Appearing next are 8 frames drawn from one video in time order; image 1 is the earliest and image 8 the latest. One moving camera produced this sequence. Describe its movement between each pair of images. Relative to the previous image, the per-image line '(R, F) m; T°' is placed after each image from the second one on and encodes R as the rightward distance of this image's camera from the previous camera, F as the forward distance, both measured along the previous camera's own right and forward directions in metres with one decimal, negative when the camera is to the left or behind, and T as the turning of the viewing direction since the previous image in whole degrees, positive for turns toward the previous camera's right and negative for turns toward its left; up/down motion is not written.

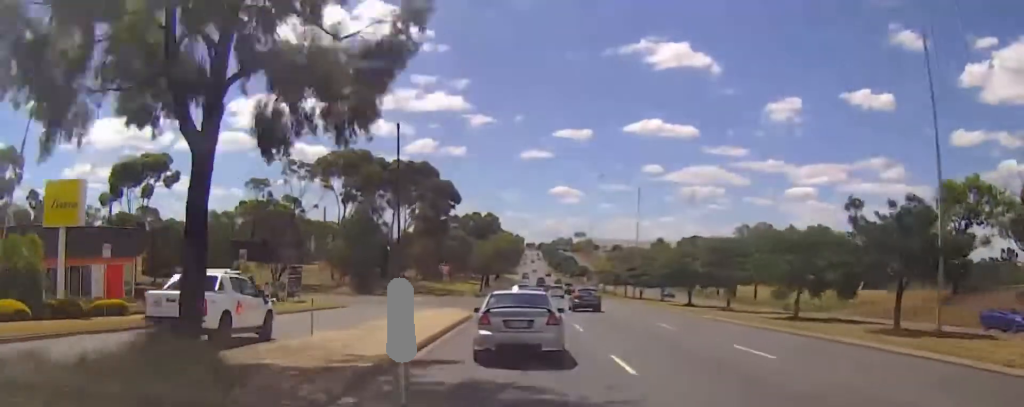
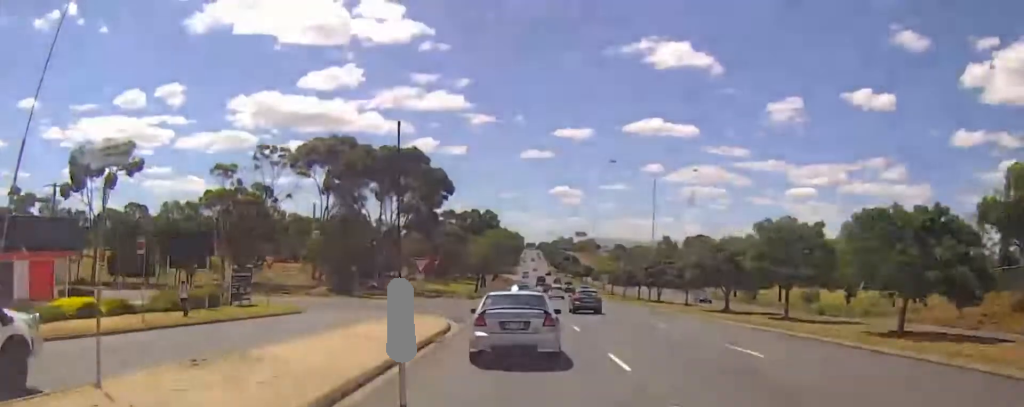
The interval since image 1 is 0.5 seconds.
(-0.2, +10.7) m; 0°
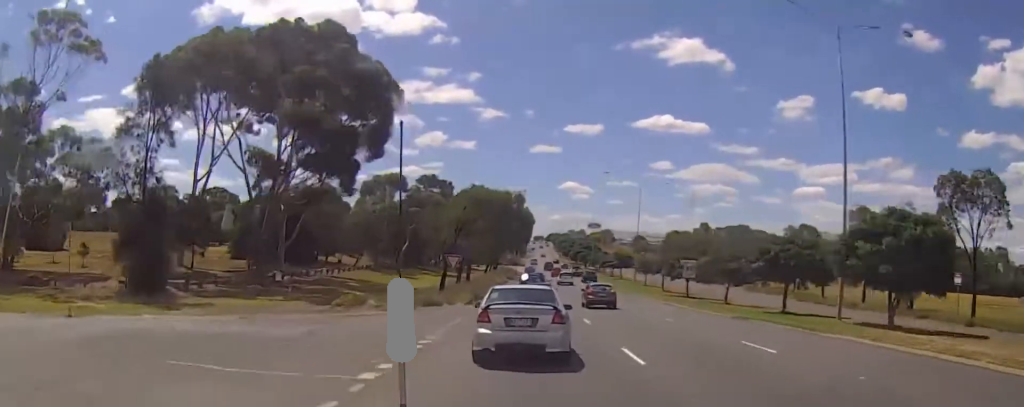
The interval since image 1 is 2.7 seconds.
(+1.5, +44.7) m; 0°
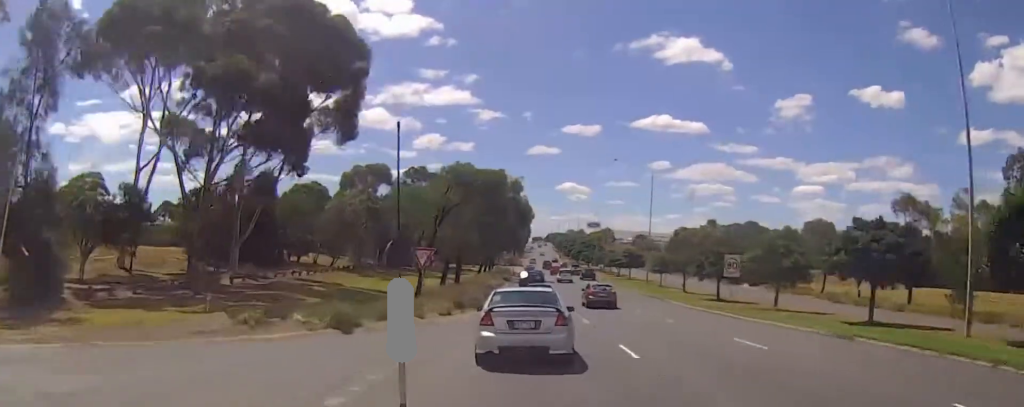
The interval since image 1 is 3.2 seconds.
(-0.3, +10.5) m; -2°
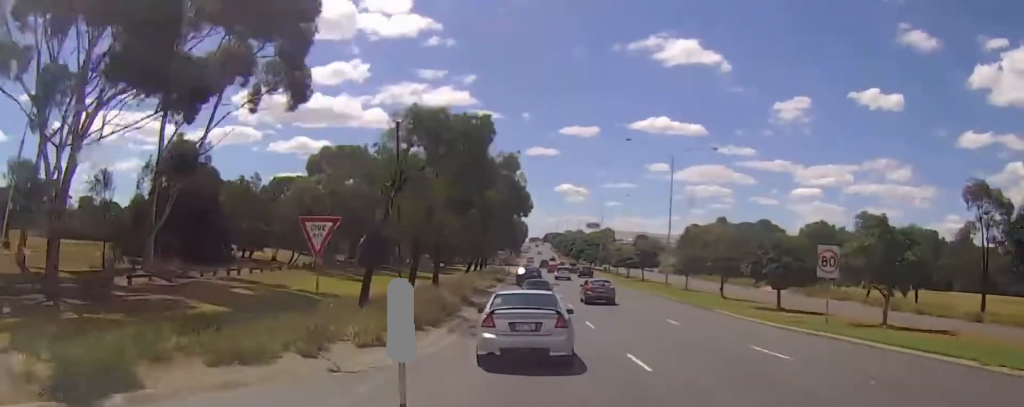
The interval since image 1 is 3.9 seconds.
(0.0, +13.2) m; 0°
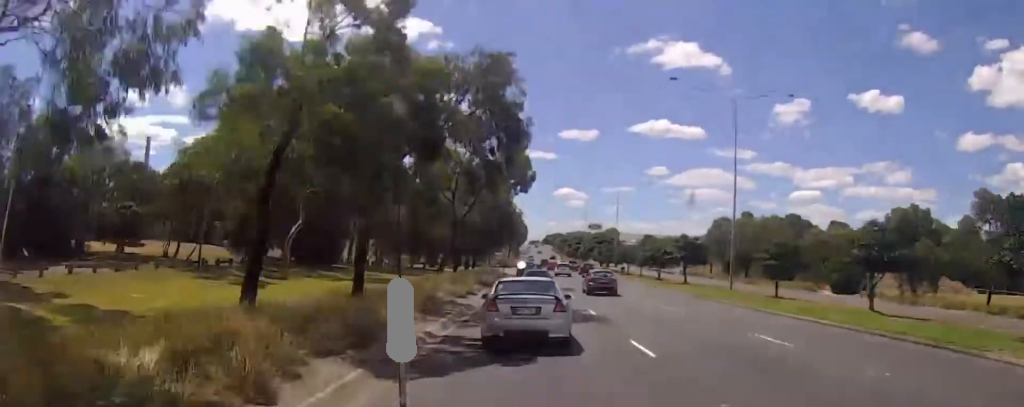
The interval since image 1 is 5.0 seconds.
(+0.1, +22.8) m; 0°
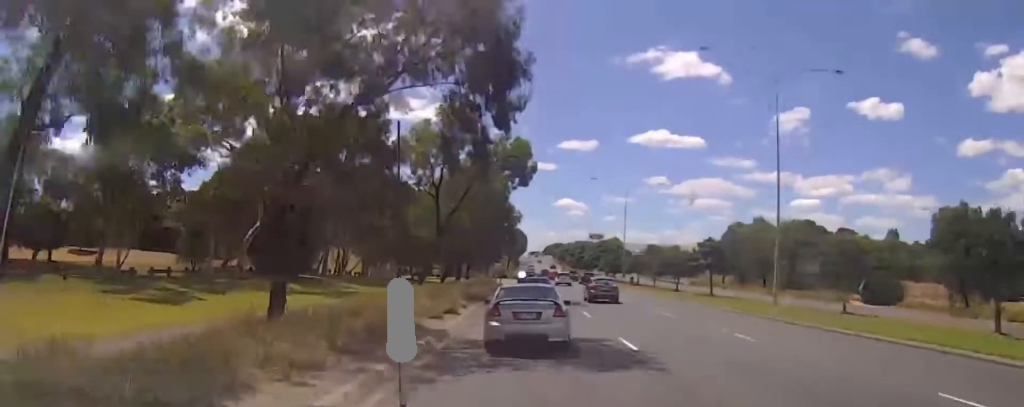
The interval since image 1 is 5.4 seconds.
(0.0, +9.0) m; 0°
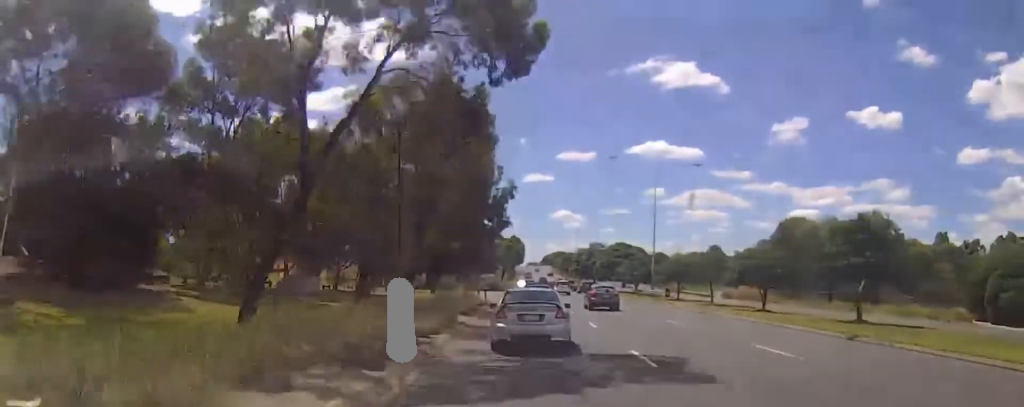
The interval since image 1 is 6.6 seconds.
(+0.5, +25.1) m; +2°
